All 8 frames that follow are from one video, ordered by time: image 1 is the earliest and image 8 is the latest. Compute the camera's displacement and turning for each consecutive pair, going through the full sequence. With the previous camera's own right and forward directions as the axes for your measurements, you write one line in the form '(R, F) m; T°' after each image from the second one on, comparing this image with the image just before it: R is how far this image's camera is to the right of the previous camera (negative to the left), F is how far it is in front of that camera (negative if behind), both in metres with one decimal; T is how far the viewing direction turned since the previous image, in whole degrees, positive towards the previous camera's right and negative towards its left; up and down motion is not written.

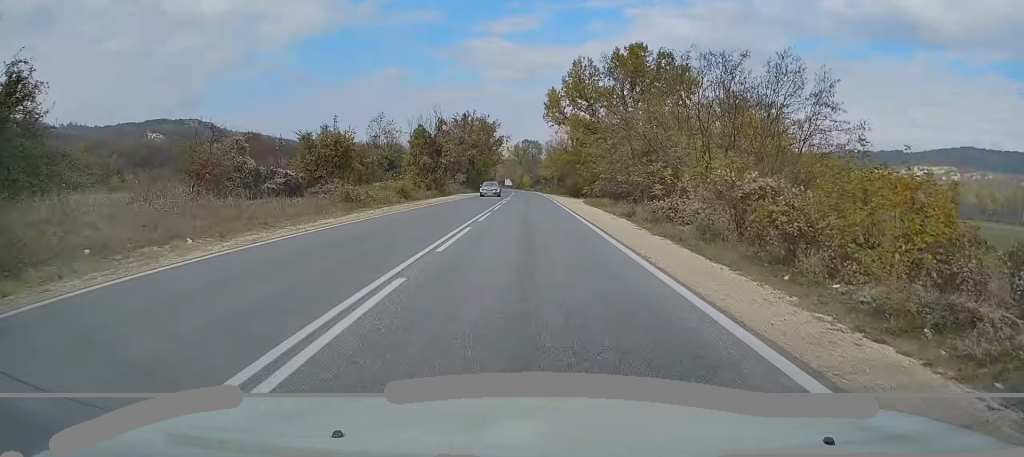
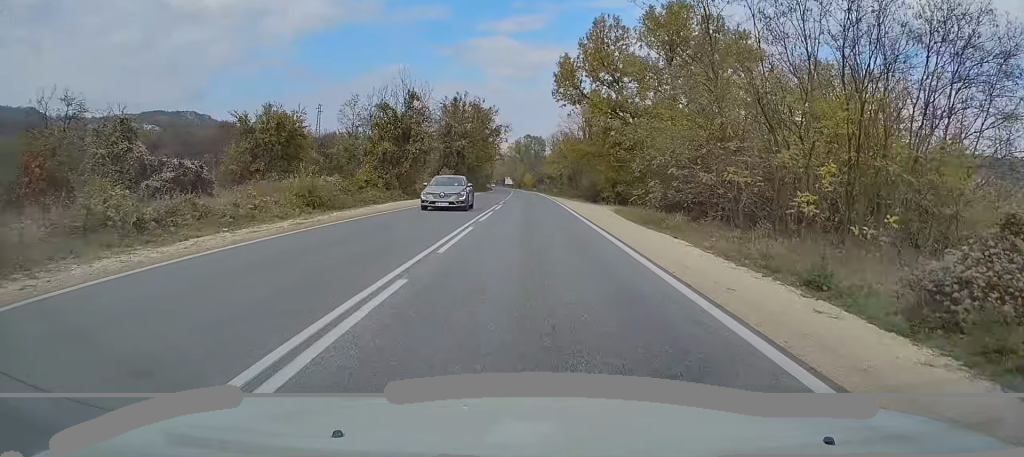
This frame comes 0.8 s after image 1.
(0.0, +18.4) m; 0°
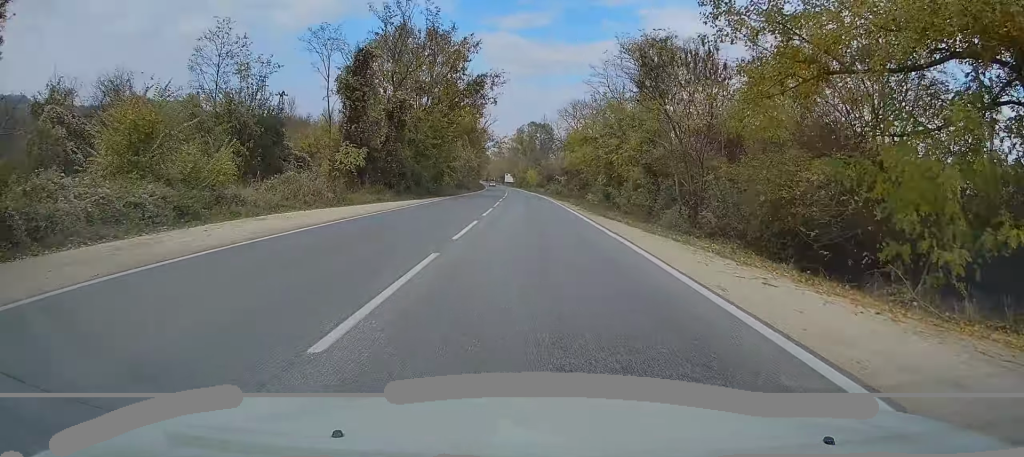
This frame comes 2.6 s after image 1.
(-0.6, +43.0) m; -1°
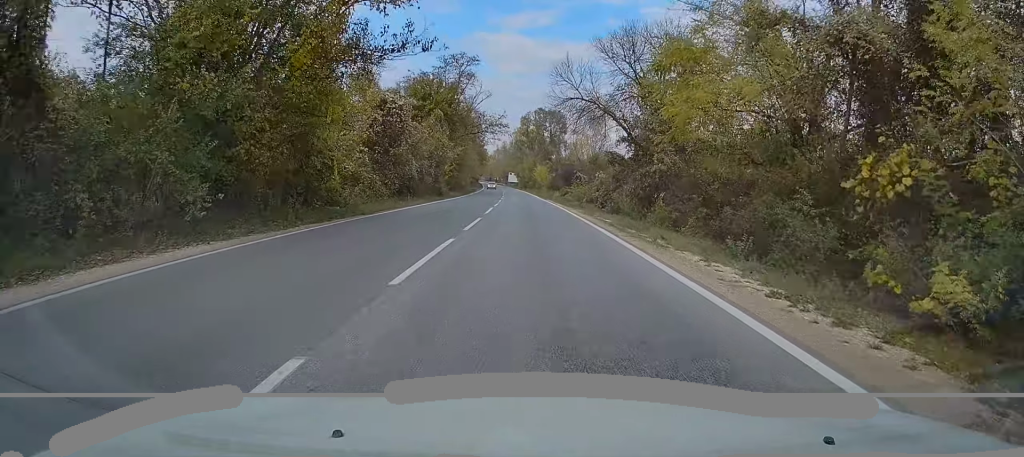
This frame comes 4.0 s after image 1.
(0.0, +33.2) m; 0°
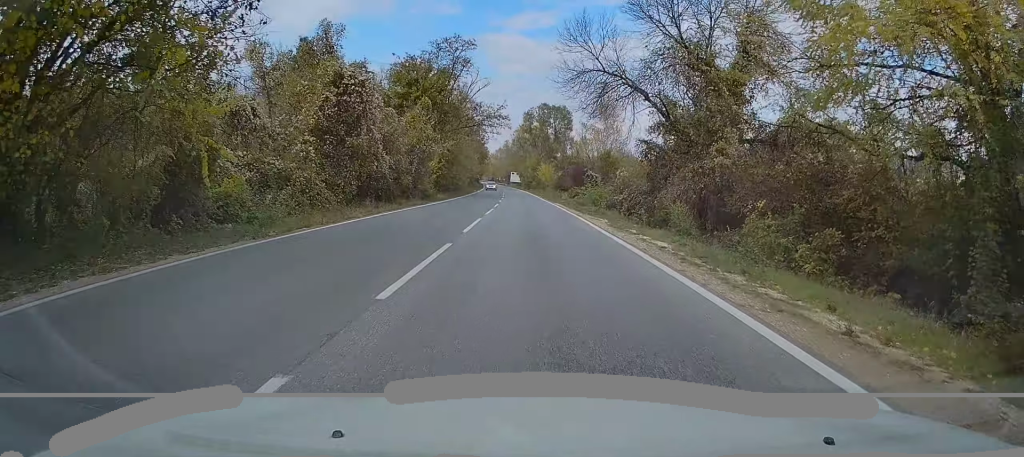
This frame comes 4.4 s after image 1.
(0.0, +9.4) m; 0°
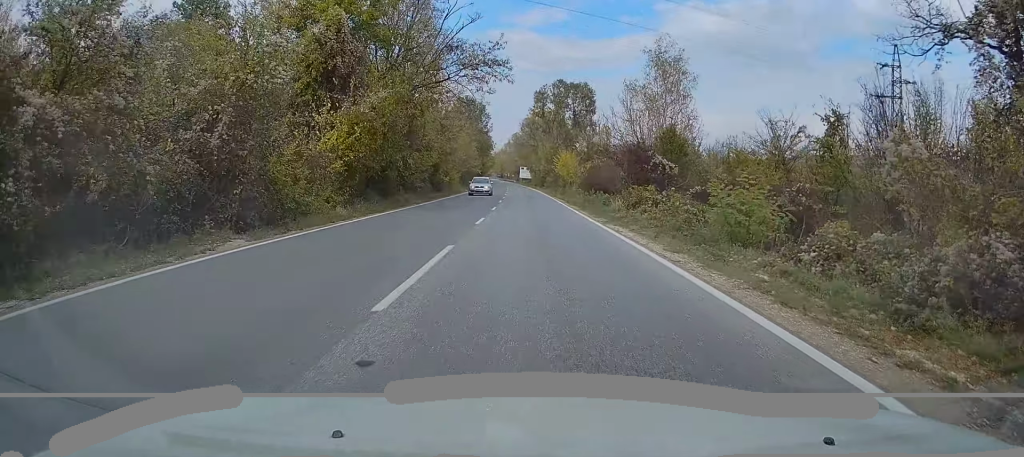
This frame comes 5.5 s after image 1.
(-0.2, +27.5) m; -1°
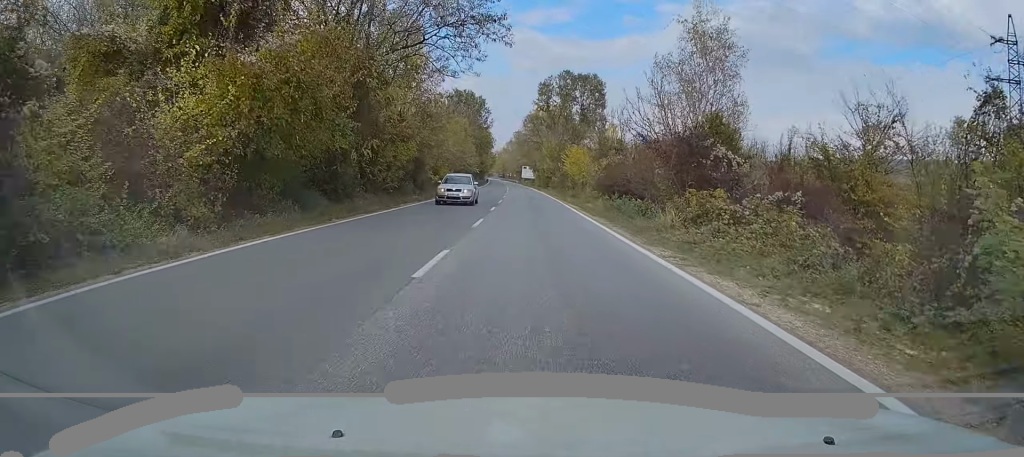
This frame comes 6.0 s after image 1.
(-0.1, +10.2) m; 0°
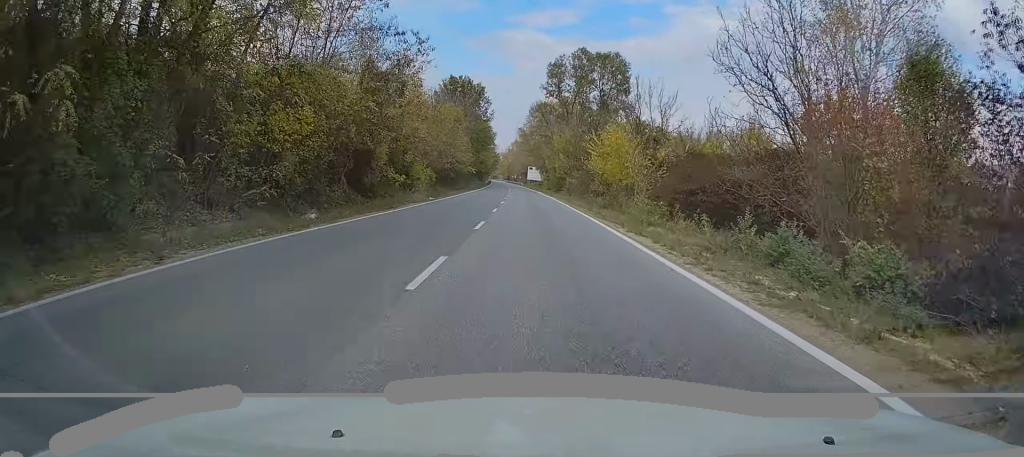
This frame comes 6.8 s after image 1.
(-0.1, +18.8) m; -1°
